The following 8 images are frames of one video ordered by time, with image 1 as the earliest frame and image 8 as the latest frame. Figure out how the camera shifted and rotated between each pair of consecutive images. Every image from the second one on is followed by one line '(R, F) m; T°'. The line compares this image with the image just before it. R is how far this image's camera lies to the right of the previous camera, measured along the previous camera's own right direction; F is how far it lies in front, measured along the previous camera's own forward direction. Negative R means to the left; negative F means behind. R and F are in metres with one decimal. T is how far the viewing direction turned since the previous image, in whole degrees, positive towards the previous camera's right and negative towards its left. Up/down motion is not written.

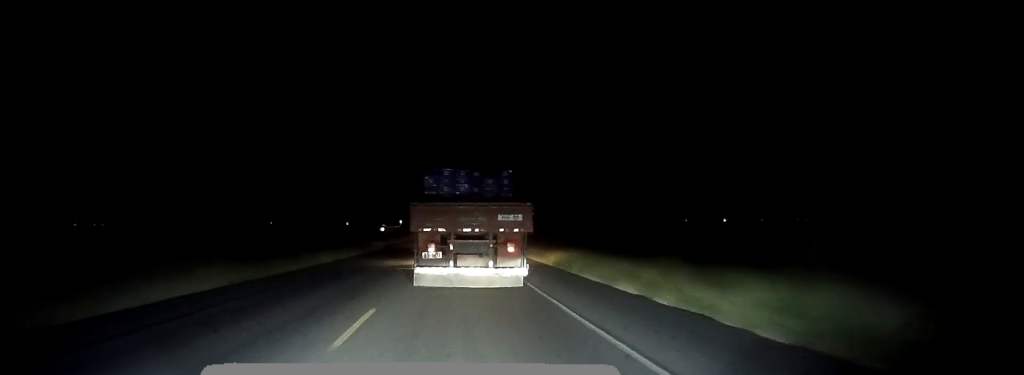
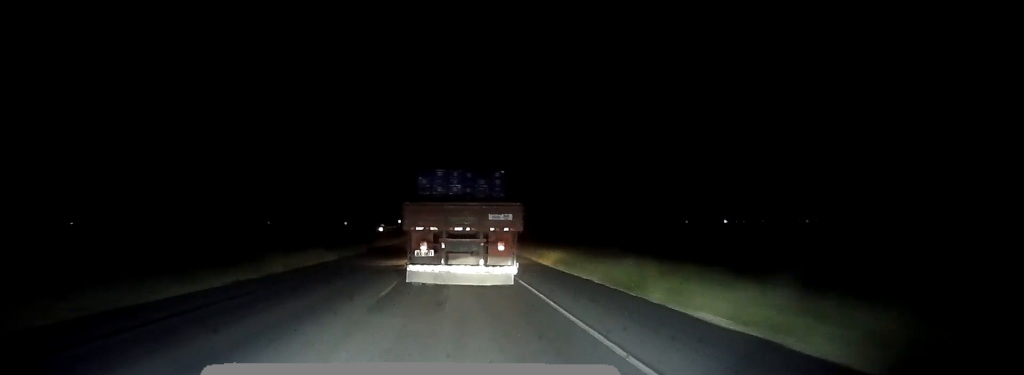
(-0.1, +9.8) m; 0°
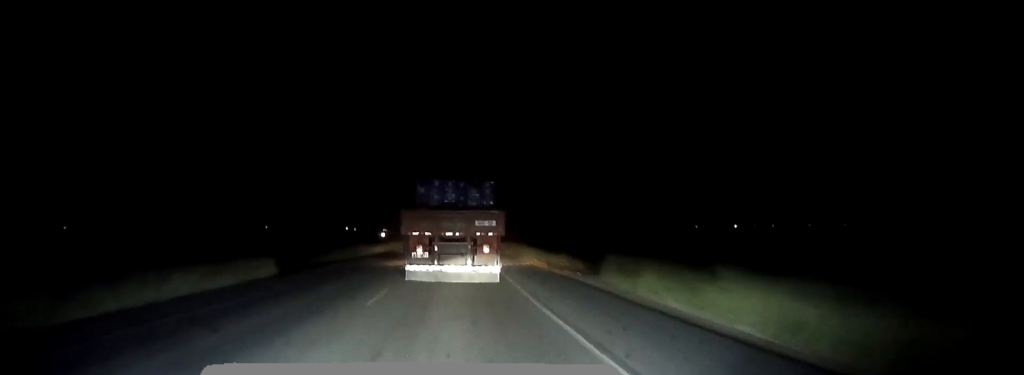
(+0.4, +34.4) m; 0°
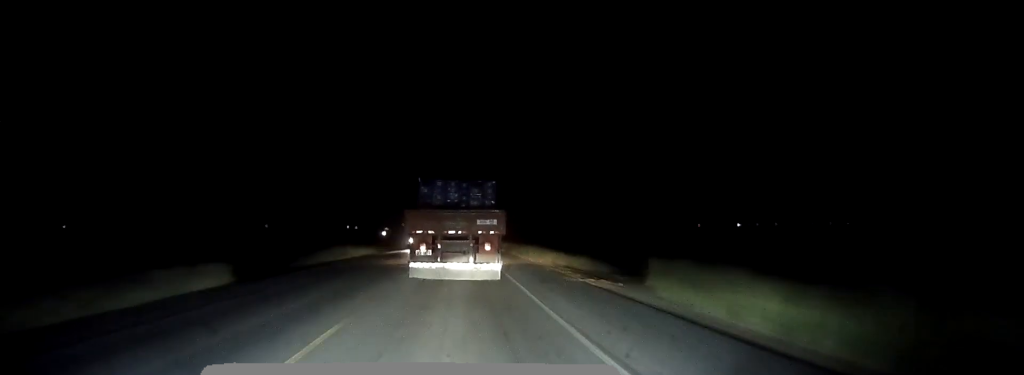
(0.0, +7.3) m; 0°
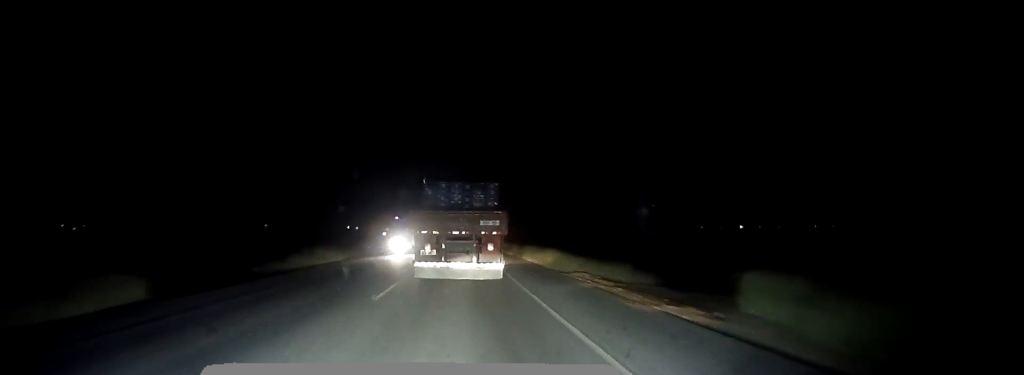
(-0.3, +8.8) m; 0°
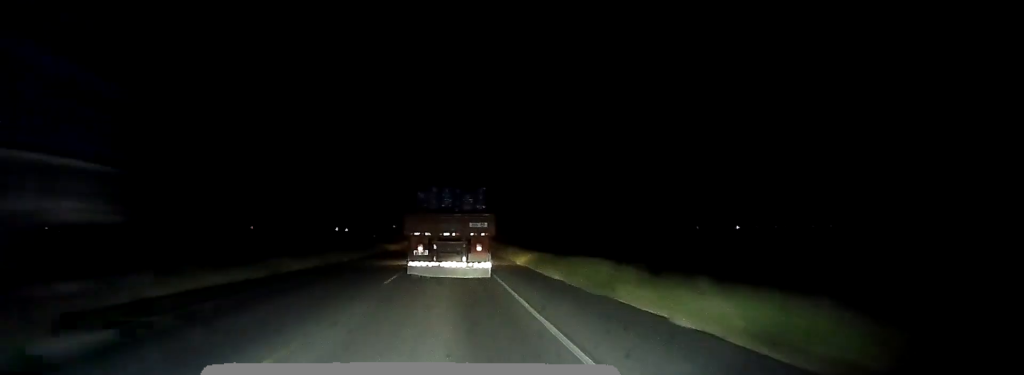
(+0.1, +27.2) m; +1°
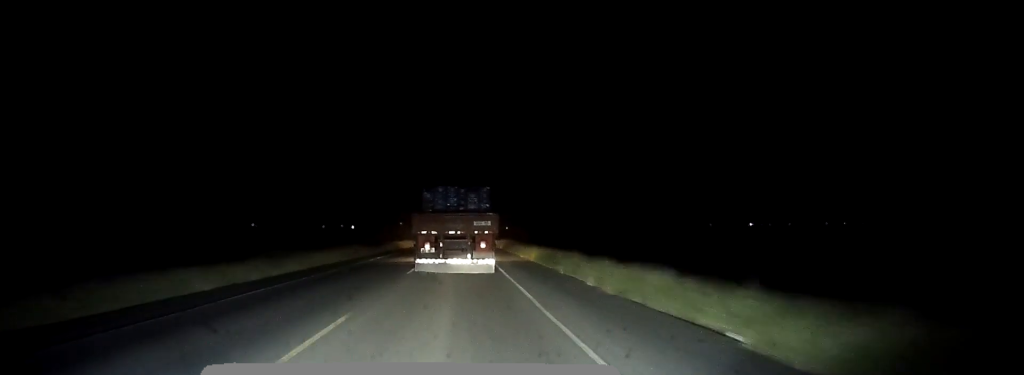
(-0.1, +28.8) m; 0°
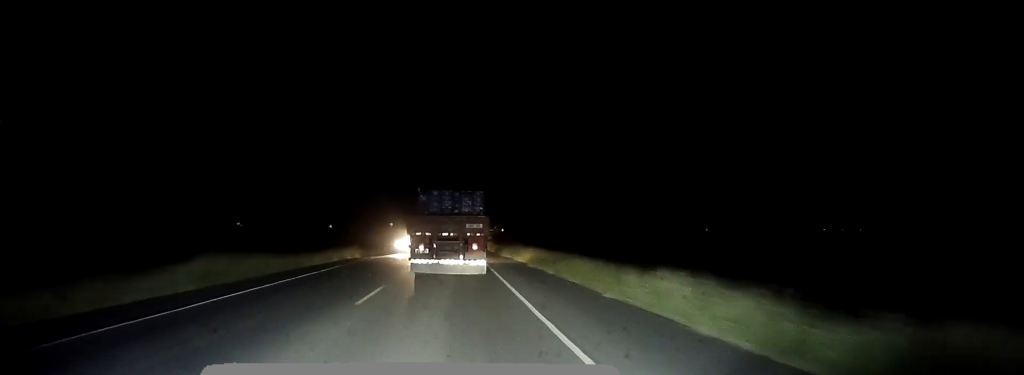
(0.0, +26.8) m; 0°
